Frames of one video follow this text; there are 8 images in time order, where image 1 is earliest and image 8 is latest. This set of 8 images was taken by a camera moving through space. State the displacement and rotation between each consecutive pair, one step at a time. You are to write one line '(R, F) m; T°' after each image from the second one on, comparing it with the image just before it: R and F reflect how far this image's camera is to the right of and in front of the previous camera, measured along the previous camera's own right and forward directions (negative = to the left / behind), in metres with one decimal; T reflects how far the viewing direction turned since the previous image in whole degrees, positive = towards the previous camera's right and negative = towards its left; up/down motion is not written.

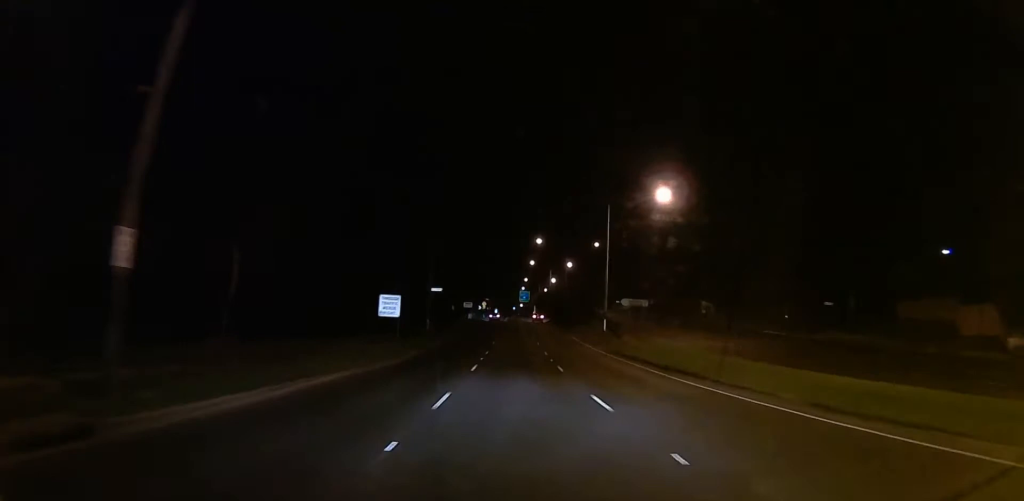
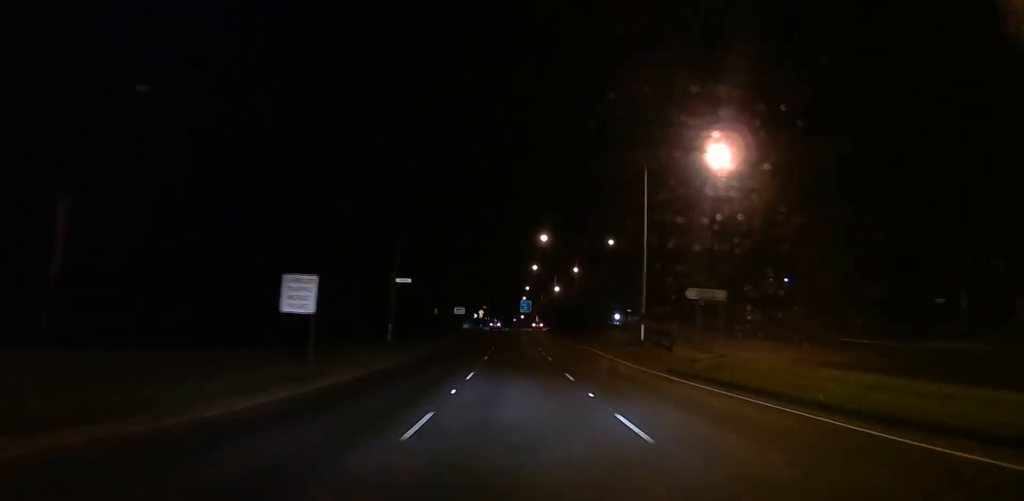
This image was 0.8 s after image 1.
(0.0, +15.8) m; 0°
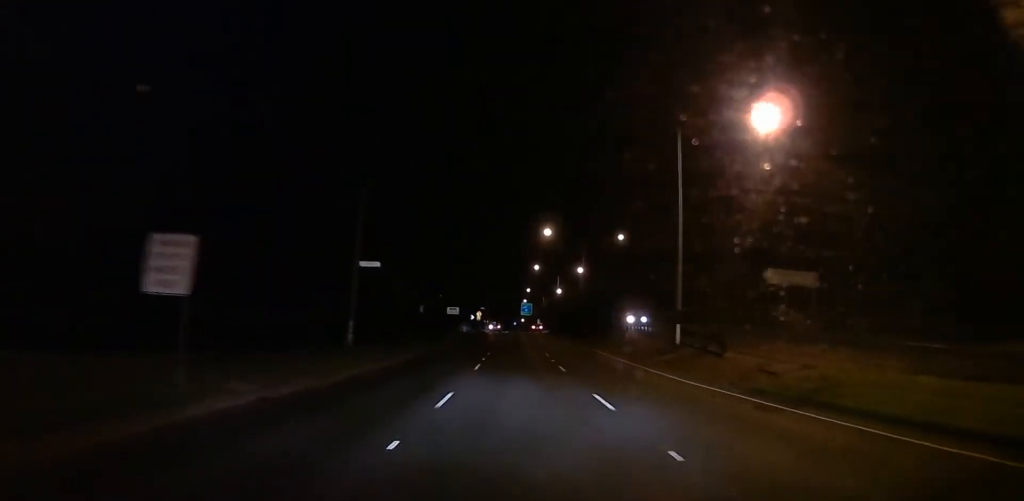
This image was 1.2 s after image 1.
(0.0, +8.5) m; 0°
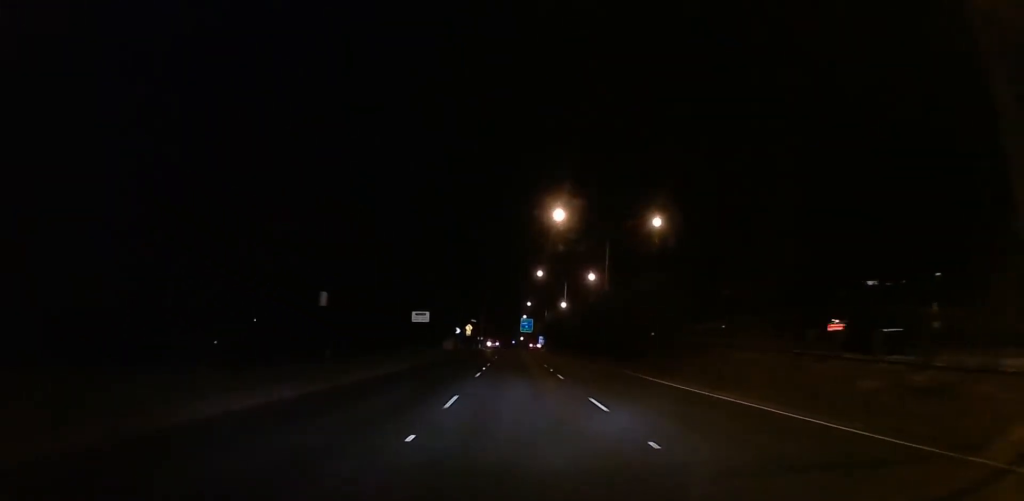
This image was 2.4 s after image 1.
(-0.2, +23.6) m; 0°
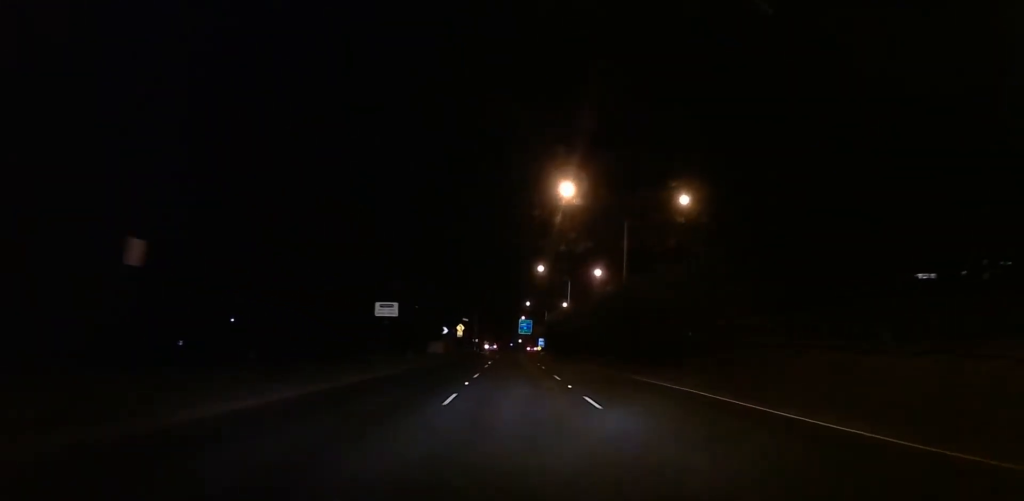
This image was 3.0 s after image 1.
(+0.1, +11.6) m; 0°
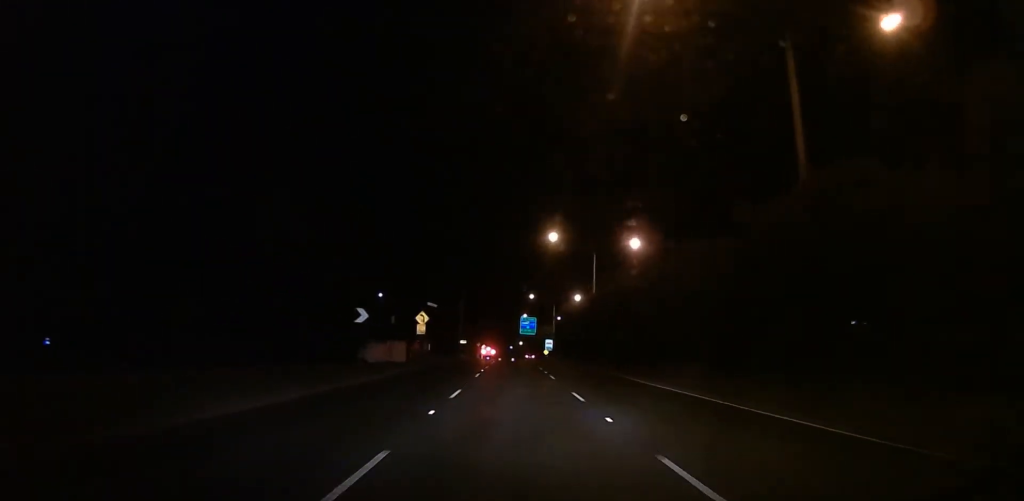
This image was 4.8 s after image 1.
(-1.4, +34.0) m; -4°
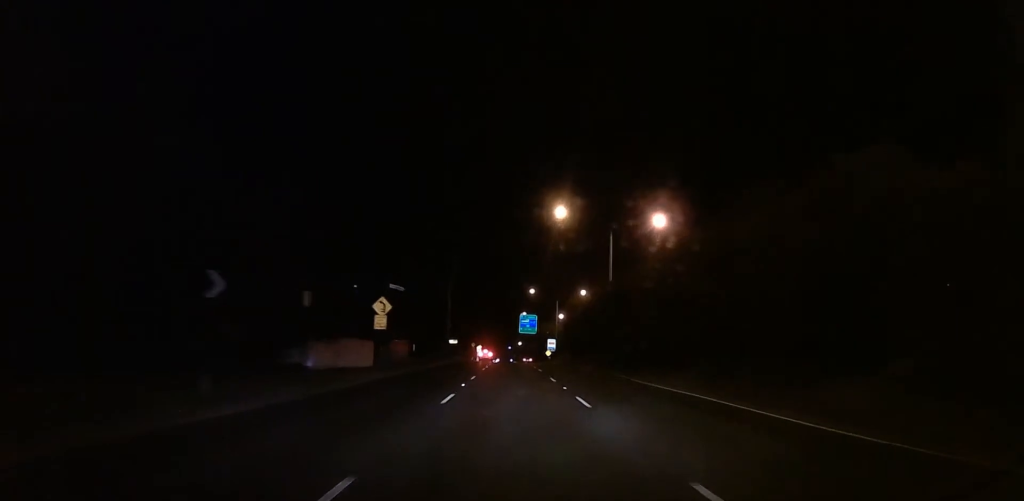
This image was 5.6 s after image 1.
(-0.1, +13.7) m; +1°
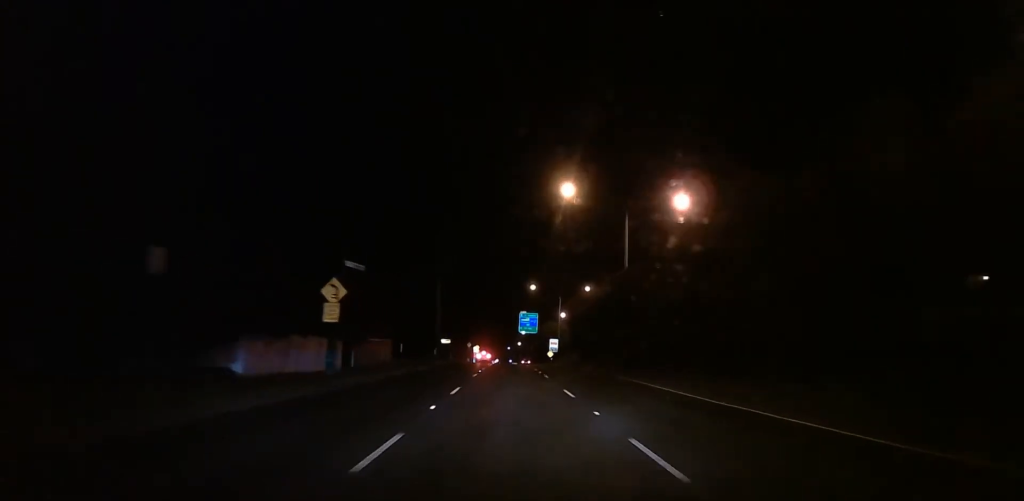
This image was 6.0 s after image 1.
(+0.3, +8.1) m; +2°
